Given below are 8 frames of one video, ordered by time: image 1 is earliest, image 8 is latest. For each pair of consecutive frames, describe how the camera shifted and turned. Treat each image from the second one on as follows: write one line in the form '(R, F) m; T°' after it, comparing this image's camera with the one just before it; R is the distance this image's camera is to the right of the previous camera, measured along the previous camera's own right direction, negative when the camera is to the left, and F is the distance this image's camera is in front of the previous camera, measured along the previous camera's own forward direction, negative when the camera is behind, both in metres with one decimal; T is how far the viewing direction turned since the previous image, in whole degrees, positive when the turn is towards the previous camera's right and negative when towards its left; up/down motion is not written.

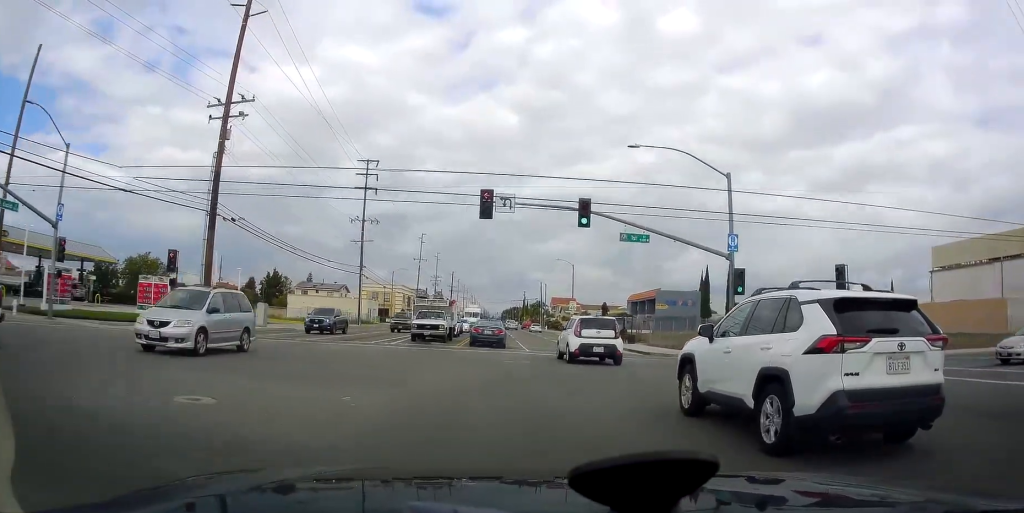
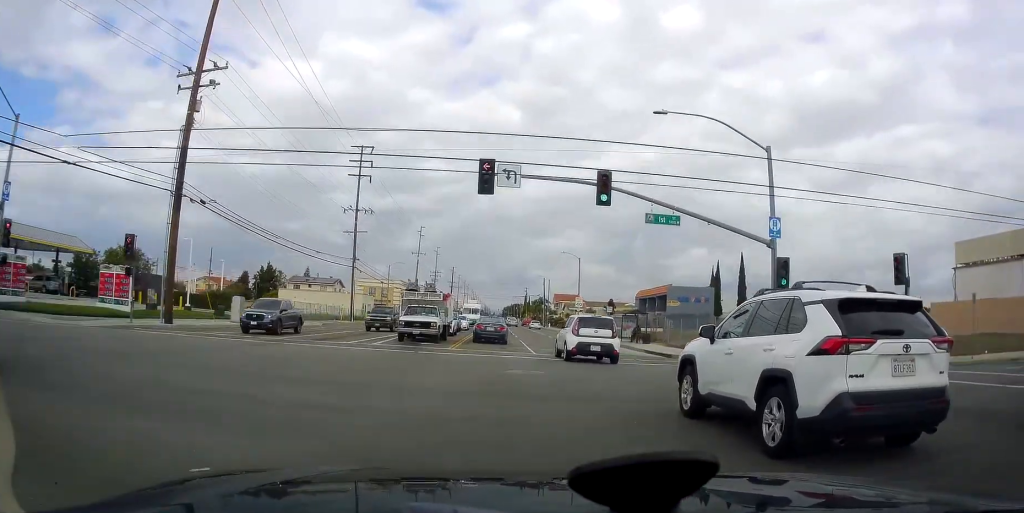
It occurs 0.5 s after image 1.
(0.0, +4.5) m; 0°
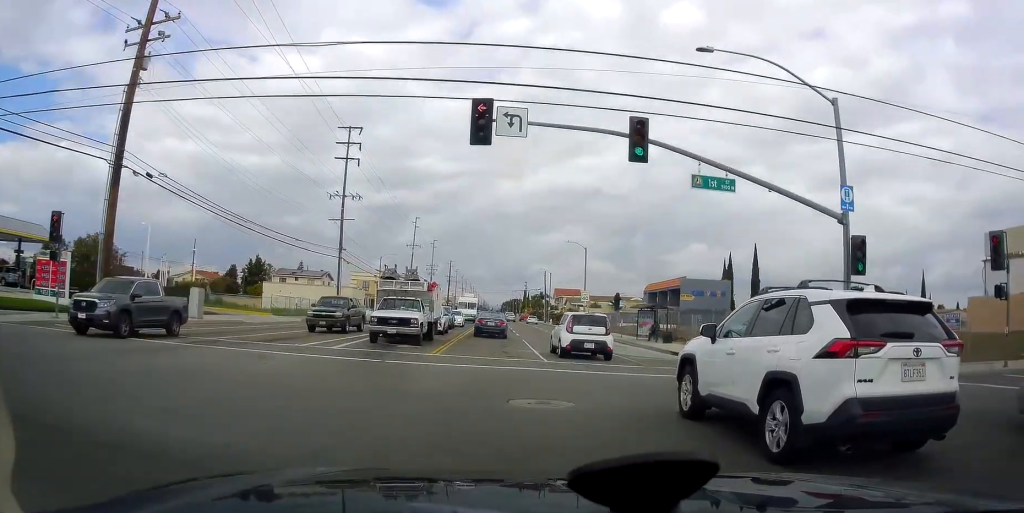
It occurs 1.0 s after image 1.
(0.0, +5.7) m; 0°
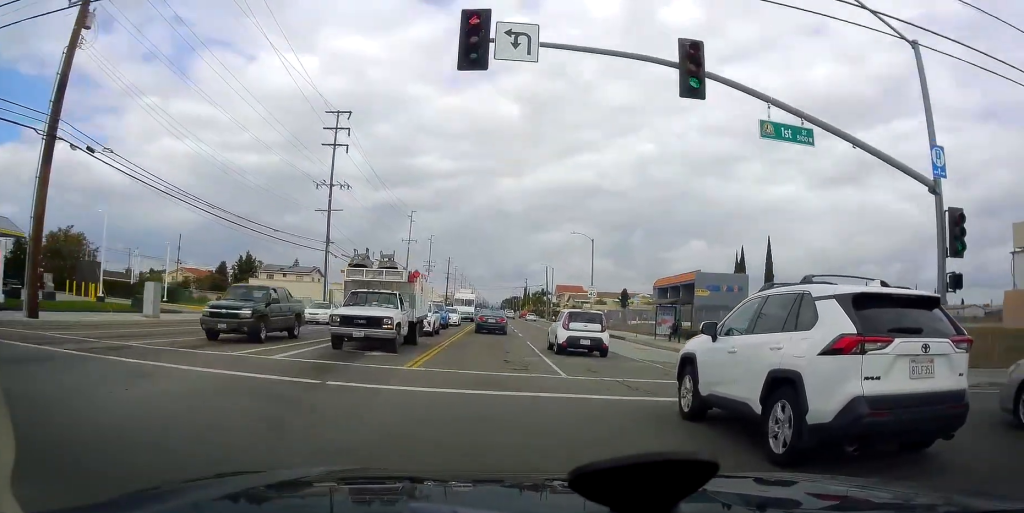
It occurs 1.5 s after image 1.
(0.0, +5.0) m; 0°
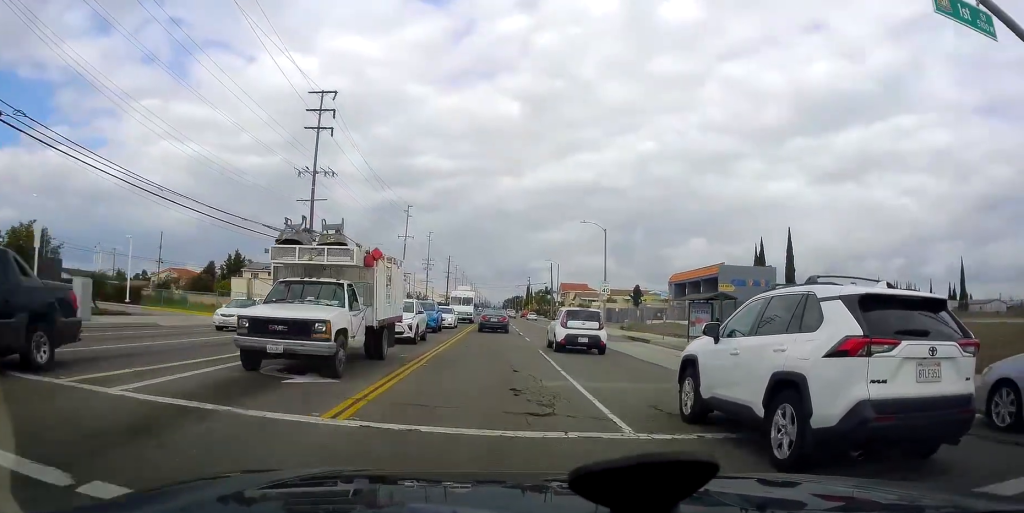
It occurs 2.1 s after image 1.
(0.0, +6.2) m; 0°
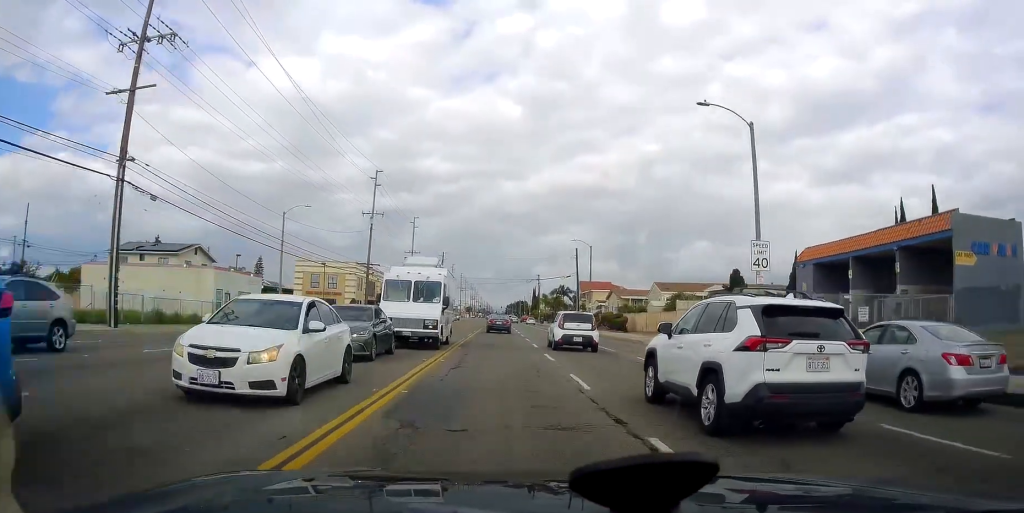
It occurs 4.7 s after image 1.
(-0.9, +31.6) m; -1°
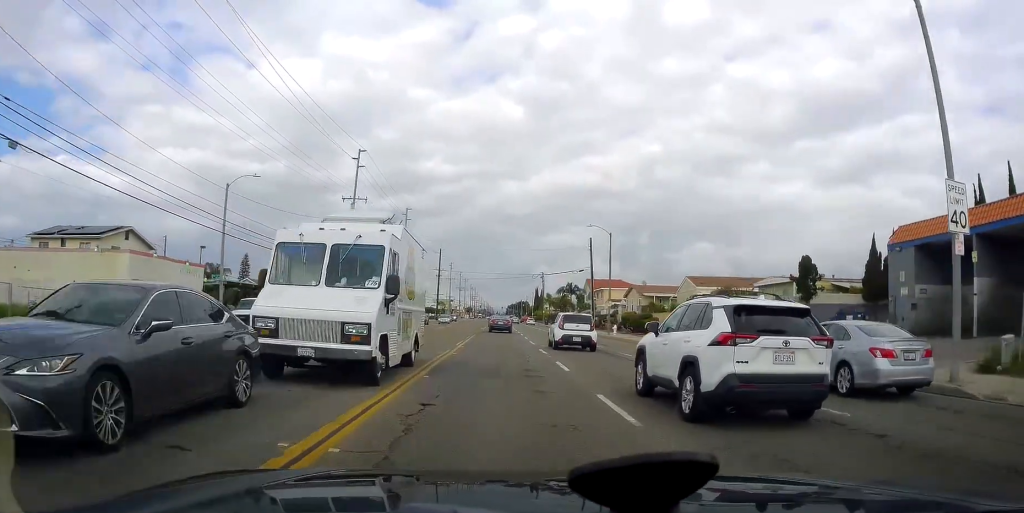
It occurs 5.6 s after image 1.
(+0.2, +10.9) m; +1°
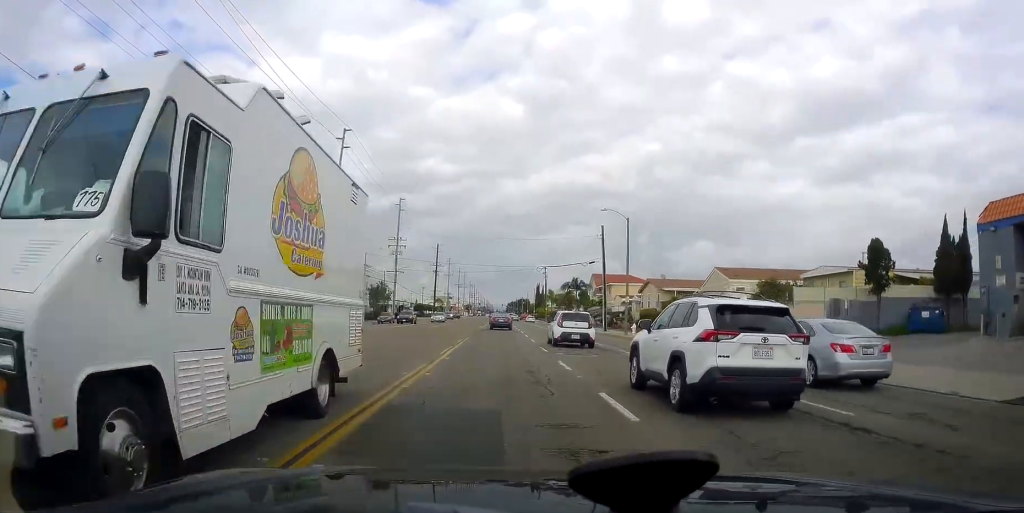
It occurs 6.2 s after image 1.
(0.0, +7.2) m; 0°
